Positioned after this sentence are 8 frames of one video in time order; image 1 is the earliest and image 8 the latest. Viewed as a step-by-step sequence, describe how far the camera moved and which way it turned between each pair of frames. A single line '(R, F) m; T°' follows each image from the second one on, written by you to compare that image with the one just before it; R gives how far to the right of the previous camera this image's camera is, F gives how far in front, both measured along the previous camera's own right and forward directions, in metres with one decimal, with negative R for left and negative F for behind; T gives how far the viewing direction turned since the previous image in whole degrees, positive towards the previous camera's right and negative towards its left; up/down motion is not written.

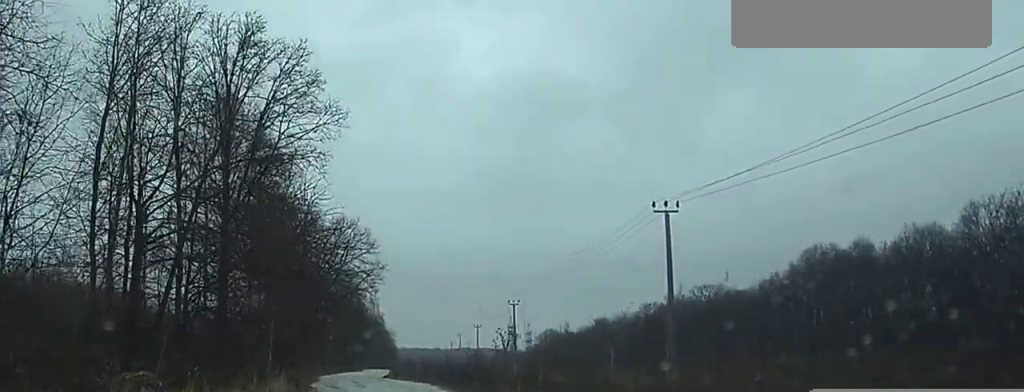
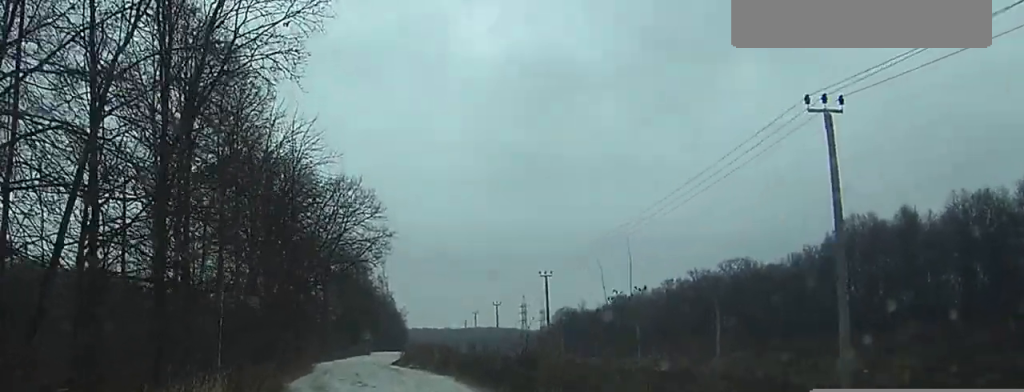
(-0.3, +12.2) m; -3°
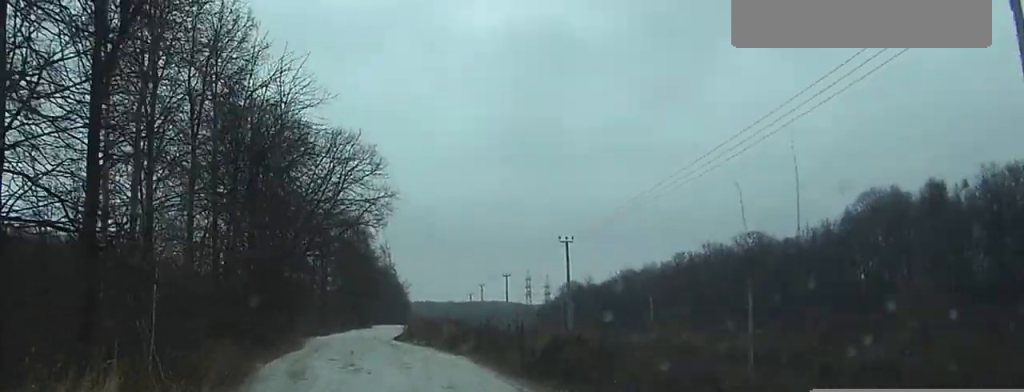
(-0.1, +6.8) m; 0°
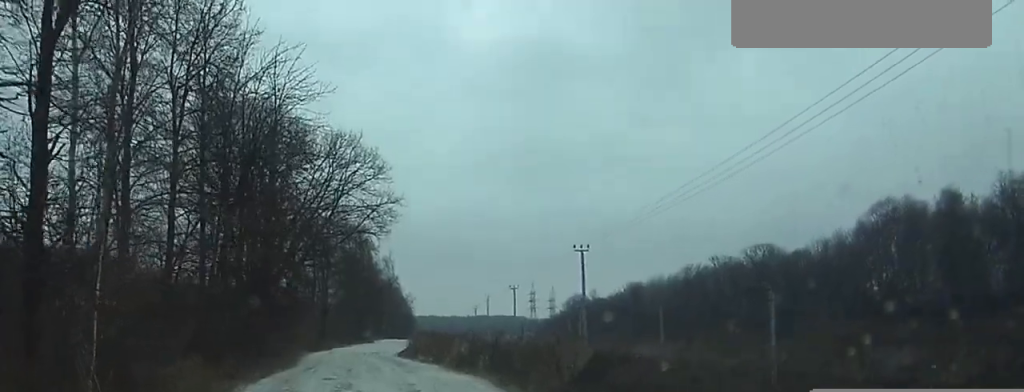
(0.0, +3.5) m; 0°
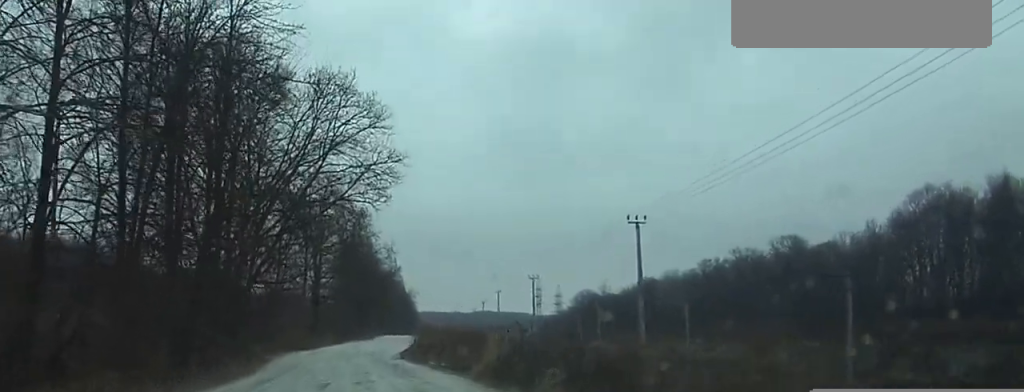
(0.0, +11.7) m; 0°
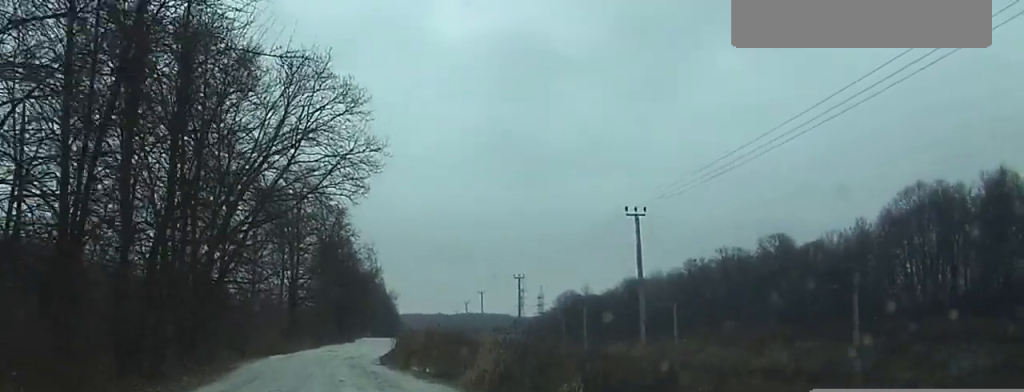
(0.0, +3.1) m; 0°
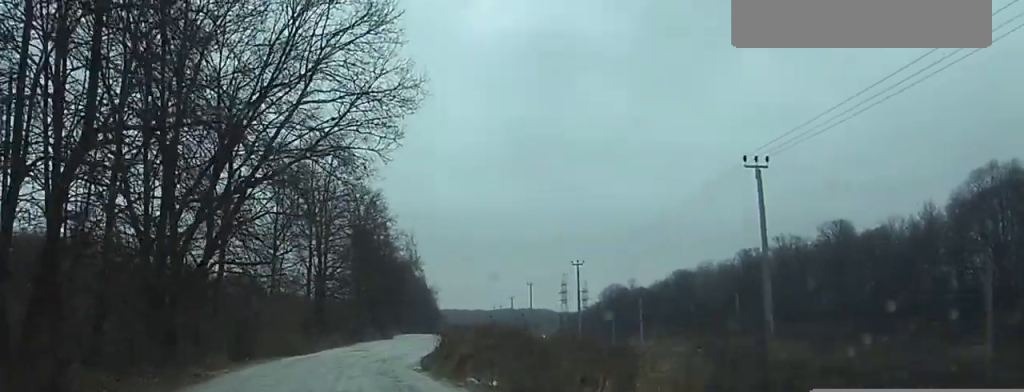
(-0.1, +8.8) m; -3°
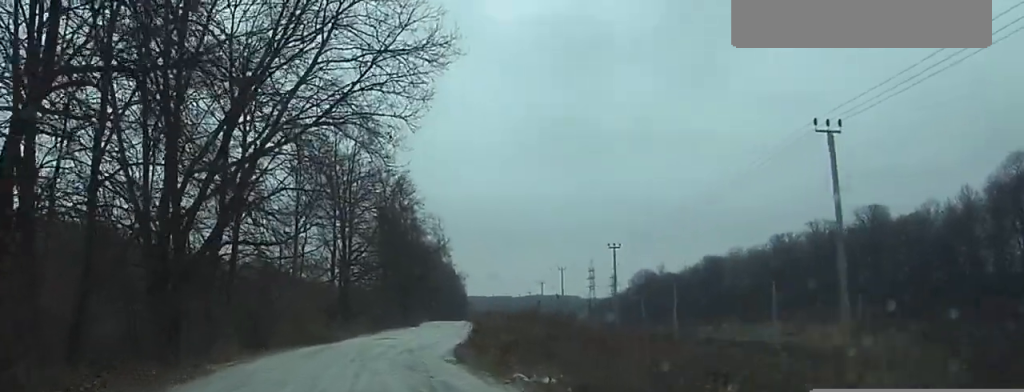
(0.0, +3.0) m; -1°
